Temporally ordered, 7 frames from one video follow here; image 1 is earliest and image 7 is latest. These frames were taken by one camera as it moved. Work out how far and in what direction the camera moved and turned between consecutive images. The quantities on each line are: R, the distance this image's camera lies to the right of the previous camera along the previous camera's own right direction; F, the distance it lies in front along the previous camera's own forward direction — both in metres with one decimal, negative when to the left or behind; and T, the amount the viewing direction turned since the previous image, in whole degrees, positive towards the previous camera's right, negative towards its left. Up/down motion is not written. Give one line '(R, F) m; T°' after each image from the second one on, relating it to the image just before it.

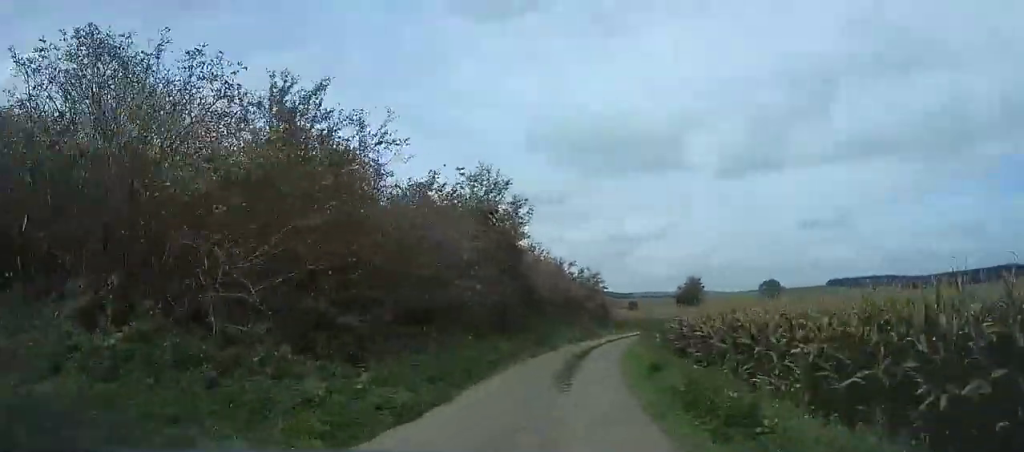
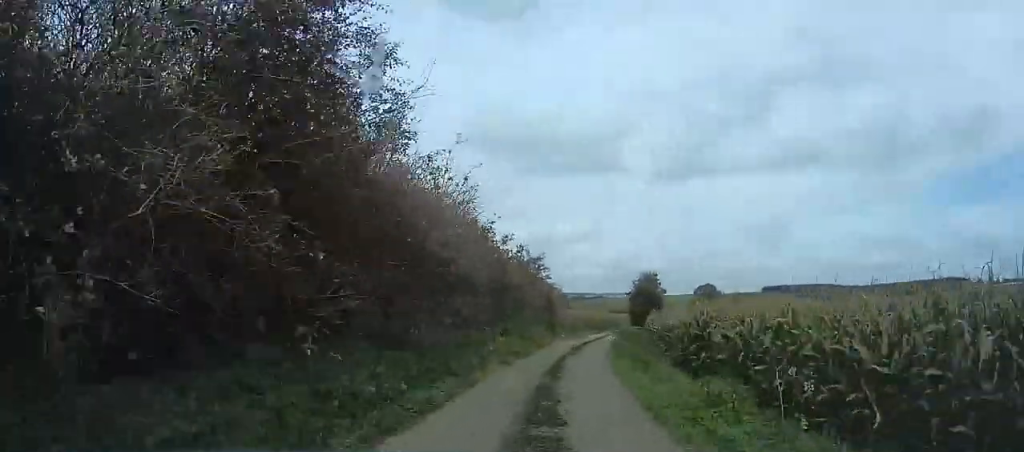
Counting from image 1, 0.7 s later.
(+0.5, +10.8) m; +3°
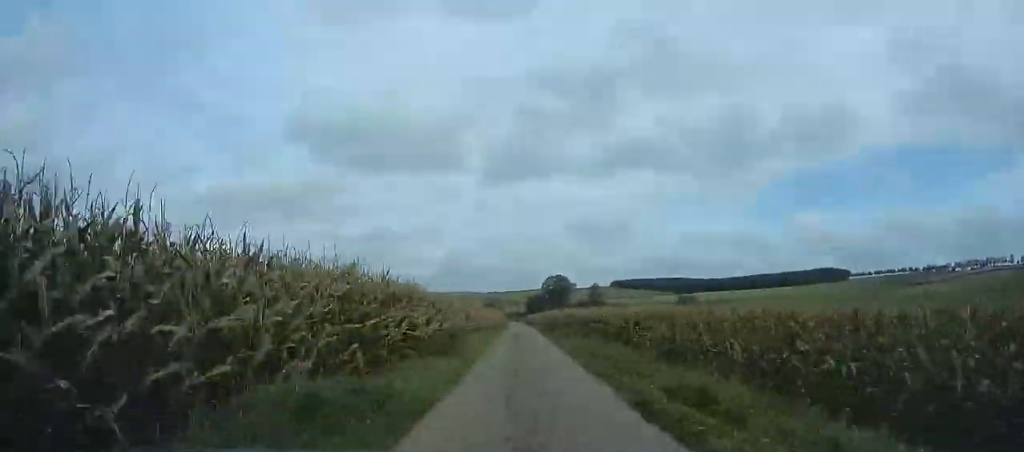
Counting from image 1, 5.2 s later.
(+11.7, +73.5) m; +18°
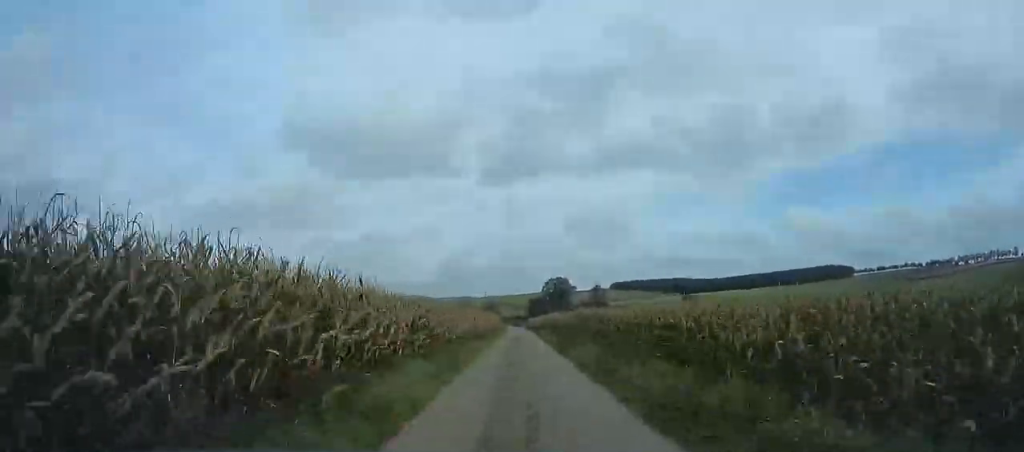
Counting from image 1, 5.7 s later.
(0.0, +9.5) m; +2°
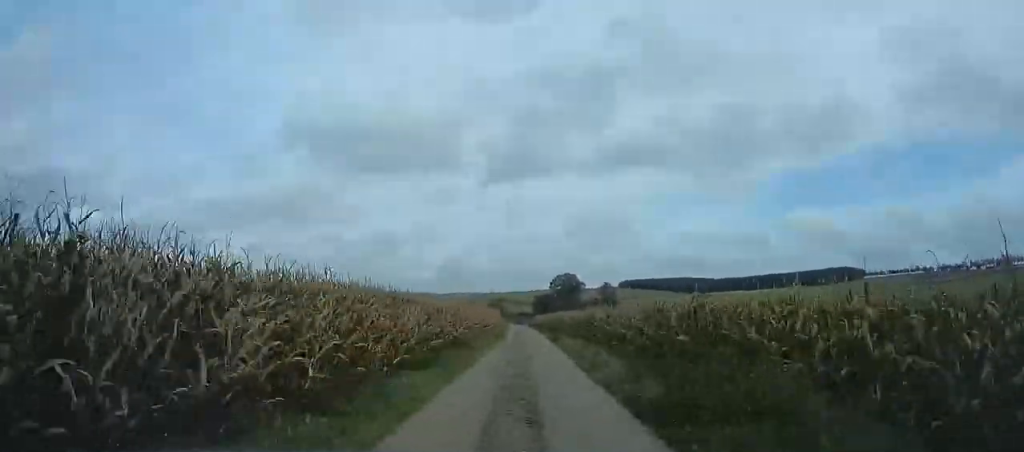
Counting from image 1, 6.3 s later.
(0.0, +12.2) m; +2°
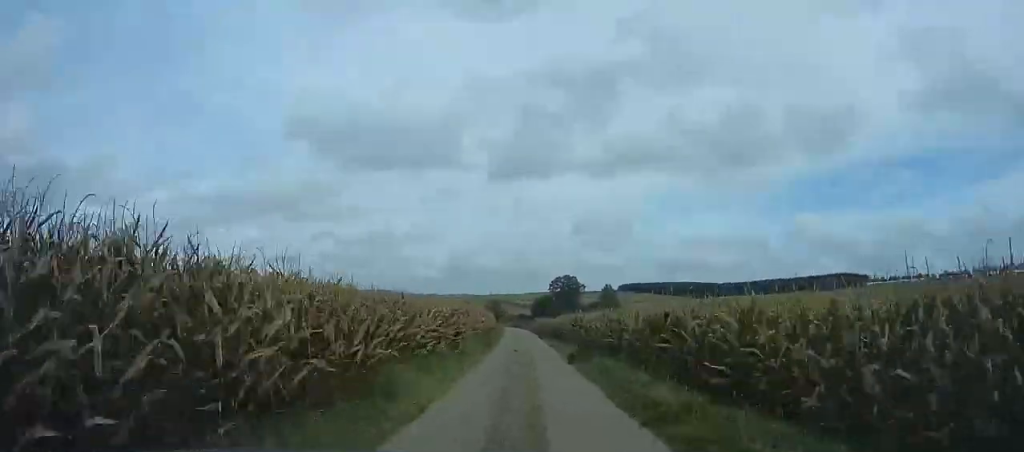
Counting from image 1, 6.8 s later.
(+0.7, +10.2) m; 0°
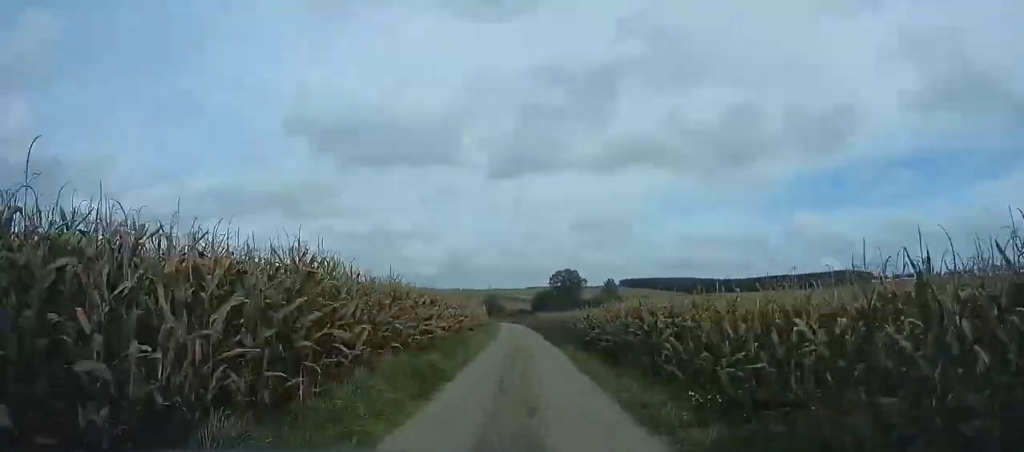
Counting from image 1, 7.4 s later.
(+0.1, +11.7) m; -1°
